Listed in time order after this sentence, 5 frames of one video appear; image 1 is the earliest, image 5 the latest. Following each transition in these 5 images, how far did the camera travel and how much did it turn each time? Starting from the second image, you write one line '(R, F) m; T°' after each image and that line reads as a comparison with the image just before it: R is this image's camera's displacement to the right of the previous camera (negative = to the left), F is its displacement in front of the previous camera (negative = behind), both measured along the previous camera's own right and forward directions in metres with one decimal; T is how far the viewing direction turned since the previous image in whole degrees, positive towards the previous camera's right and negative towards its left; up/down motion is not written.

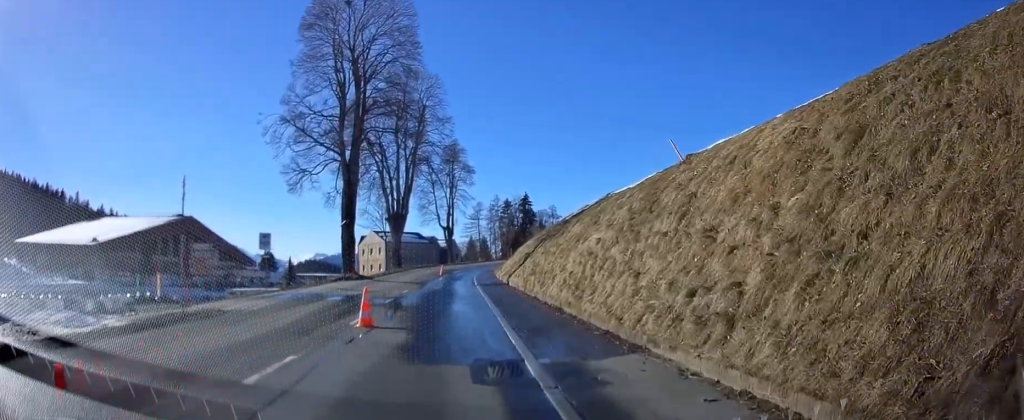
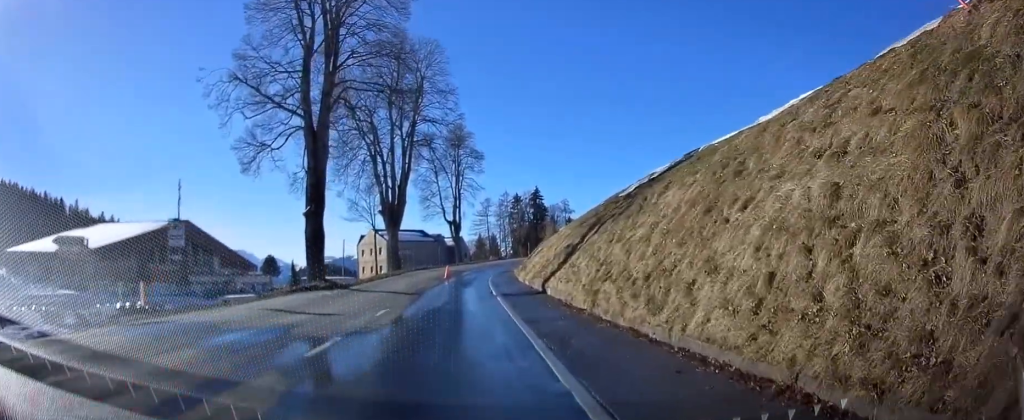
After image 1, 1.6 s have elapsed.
(+0.2, +9.4) m; +4°
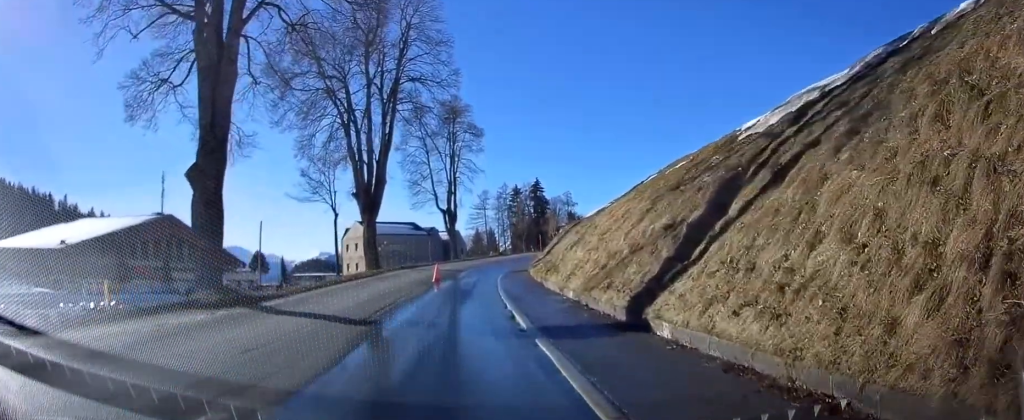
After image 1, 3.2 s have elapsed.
(+0.3, +10.7) m; 0°
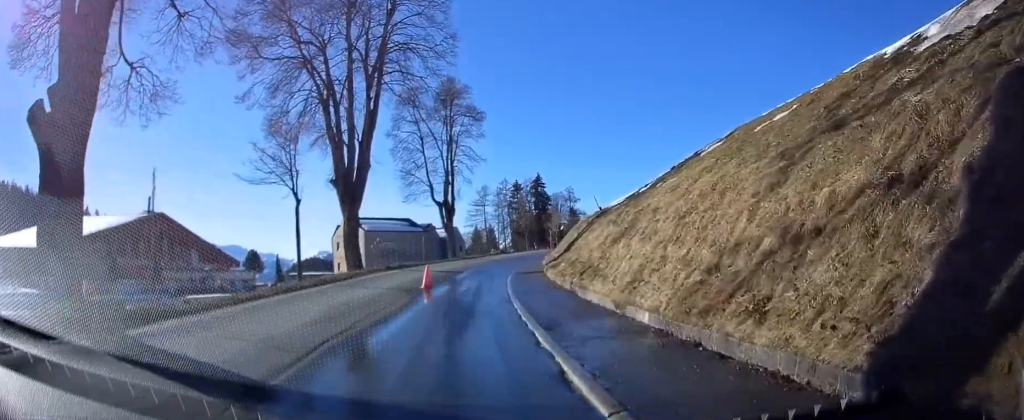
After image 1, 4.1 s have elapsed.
(-0.2, +6.4) m; -1°
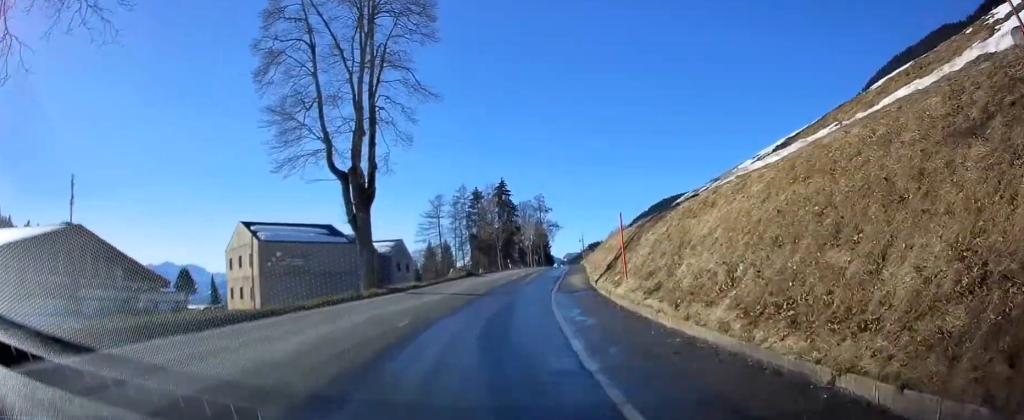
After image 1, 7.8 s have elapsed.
(+1.4, +26.6) m; +6°
